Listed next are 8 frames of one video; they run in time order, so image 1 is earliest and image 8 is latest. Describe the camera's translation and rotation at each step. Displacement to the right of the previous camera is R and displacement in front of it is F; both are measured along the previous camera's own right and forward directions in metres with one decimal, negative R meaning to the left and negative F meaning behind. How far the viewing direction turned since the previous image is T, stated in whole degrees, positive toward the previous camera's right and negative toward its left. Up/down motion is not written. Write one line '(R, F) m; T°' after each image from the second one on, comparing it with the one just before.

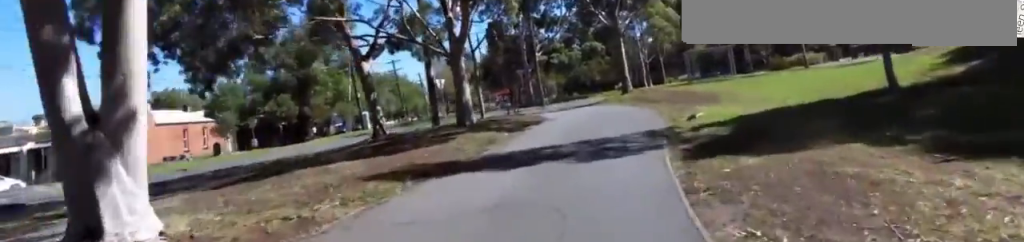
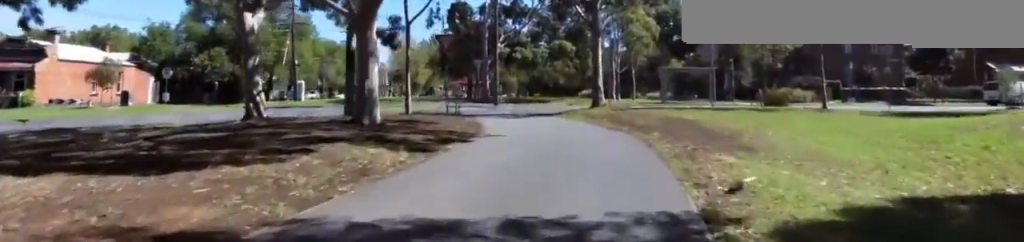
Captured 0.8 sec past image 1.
(0.0, +4.9) m; +9°
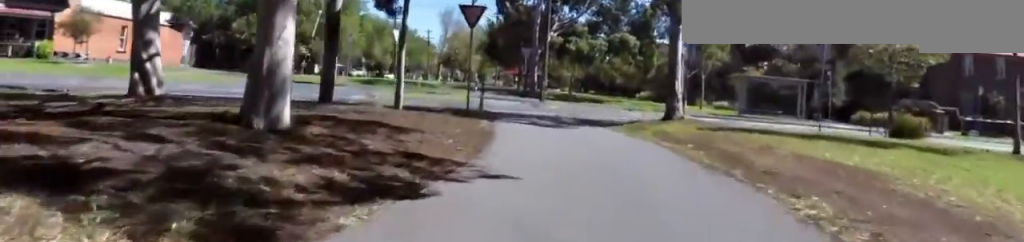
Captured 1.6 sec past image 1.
(+1.2, +5.0) m; 0°
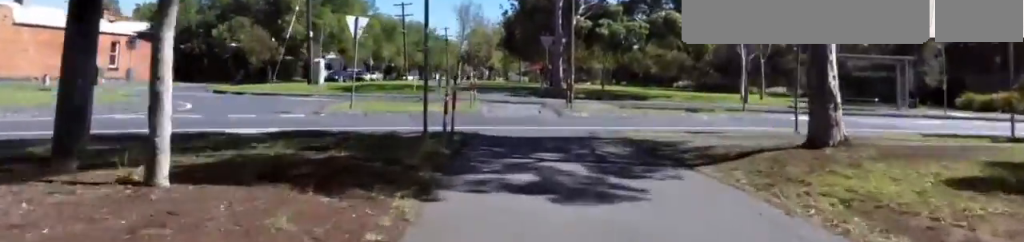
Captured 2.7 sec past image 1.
(-1.5, +7.0) m; -11°
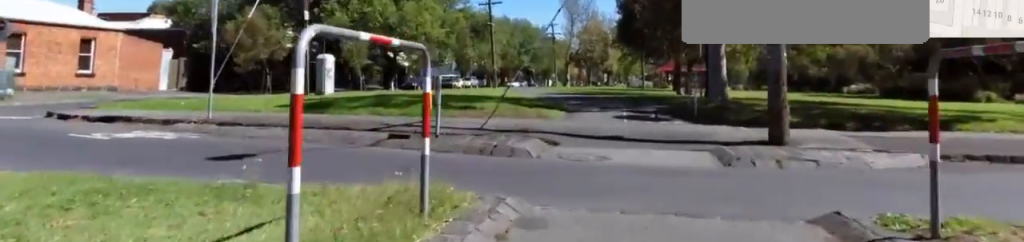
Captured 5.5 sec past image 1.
(-0.1, +13.4) m; -19°
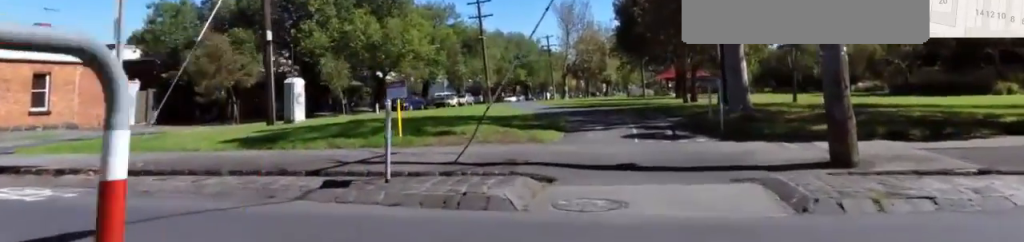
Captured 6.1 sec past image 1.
(+0.3, +2.6) m; +8°
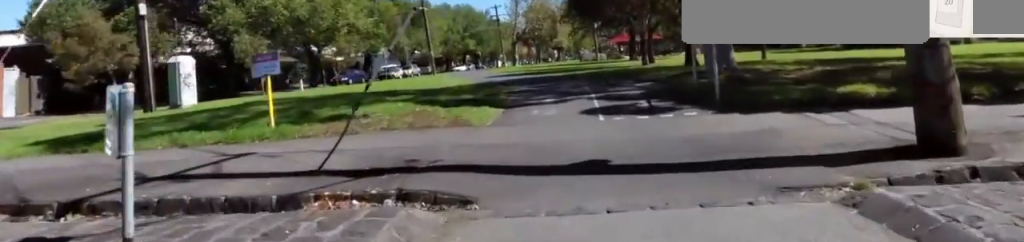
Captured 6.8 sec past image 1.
(+0.5, +3.5) m; +15°
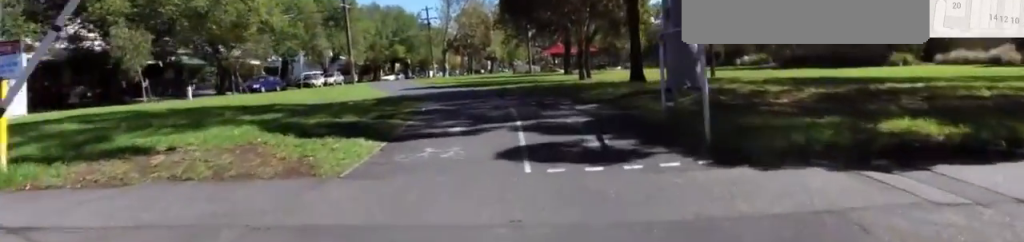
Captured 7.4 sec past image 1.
(+0.3, +2.9) m; +8°
